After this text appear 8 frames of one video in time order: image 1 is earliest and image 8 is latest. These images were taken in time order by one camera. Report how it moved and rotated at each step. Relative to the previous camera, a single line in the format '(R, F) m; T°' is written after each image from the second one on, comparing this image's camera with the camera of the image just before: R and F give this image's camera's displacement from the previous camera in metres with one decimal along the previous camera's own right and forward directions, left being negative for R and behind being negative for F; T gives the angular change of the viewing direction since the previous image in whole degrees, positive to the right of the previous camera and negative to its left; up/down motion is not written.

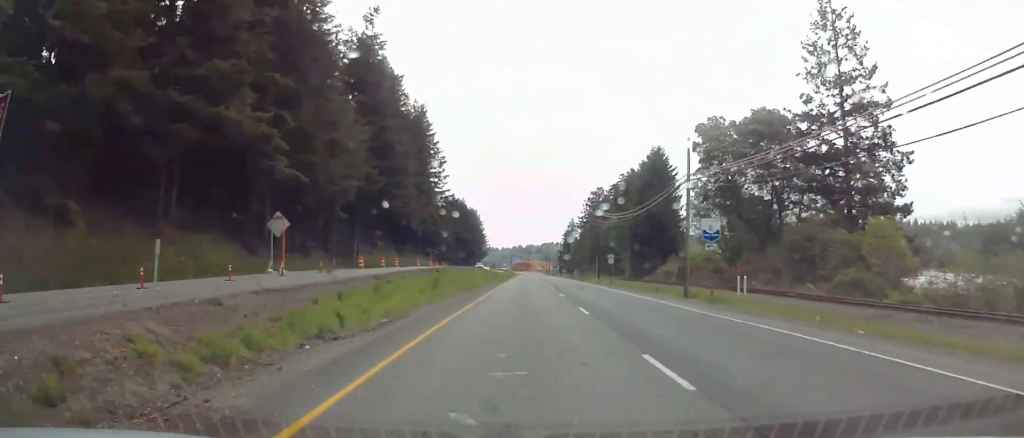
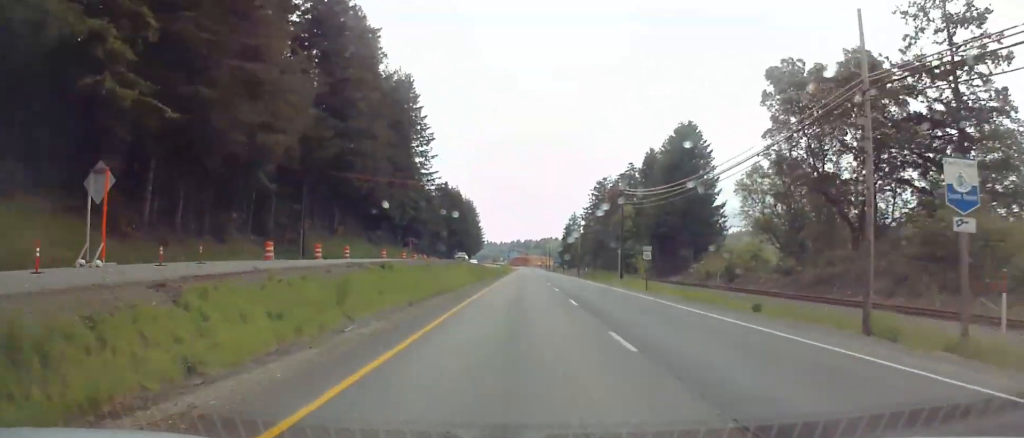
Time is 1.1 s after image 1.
(+0.1, +20.6) m; 0°
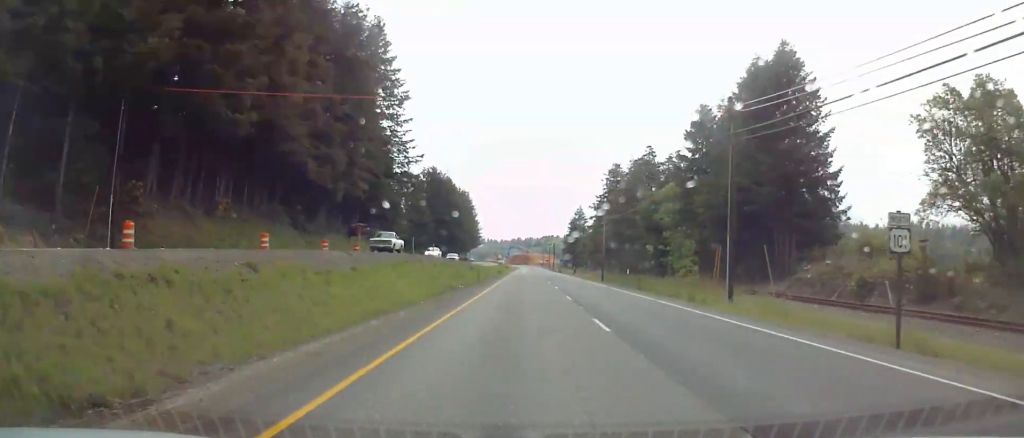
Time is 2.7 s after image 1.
(-0.2, +32.6) m; 0°
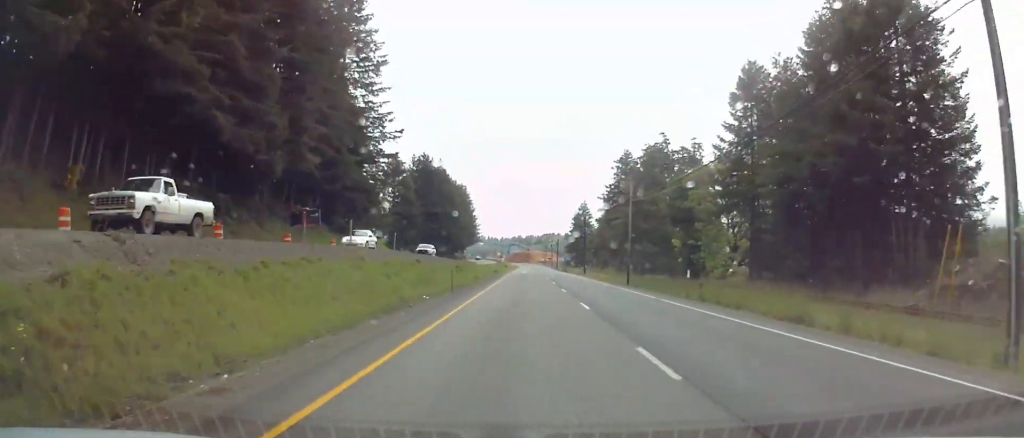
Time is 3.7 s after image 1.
(0.0, +18.4) m; 0°
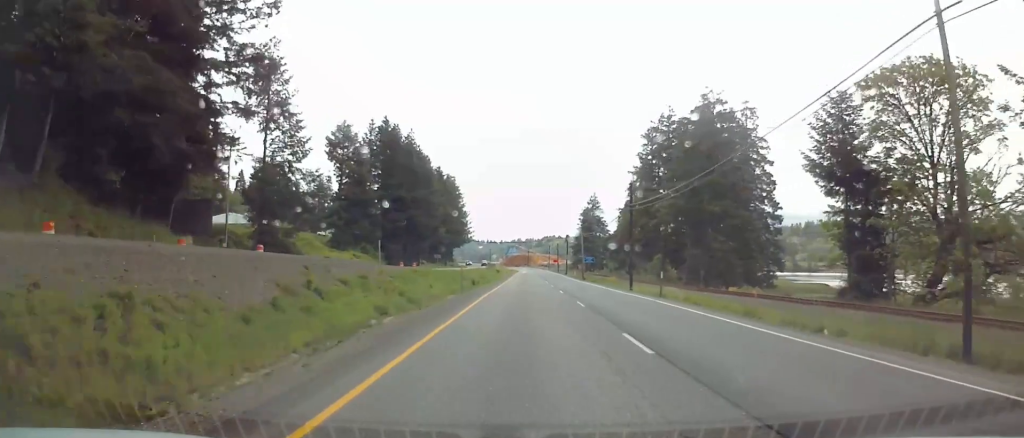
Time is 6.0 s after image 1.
(+0.3, +47.0) m; 0°
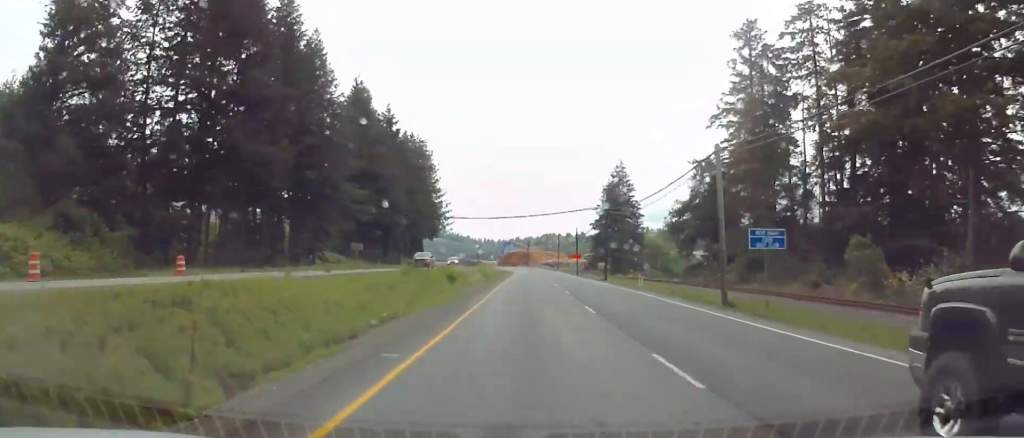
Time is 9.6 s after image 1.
(-0.1, +75.9) m; 0°
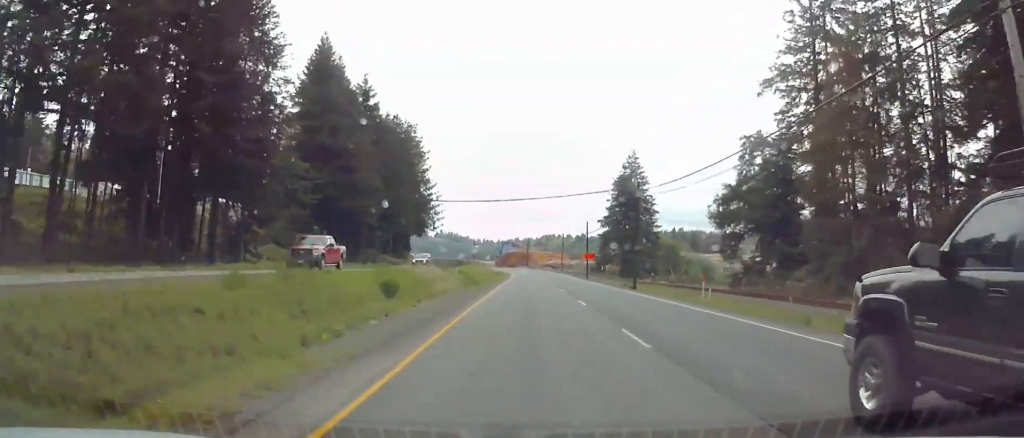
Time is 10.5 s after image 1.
(+0.2, +20.5) m; 0°
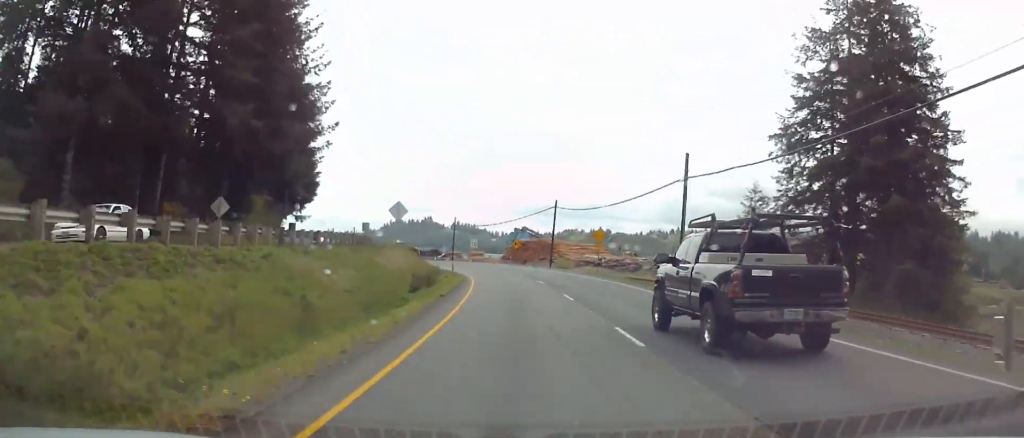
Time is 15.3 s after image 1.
(-0.9, +107.7) m; -4°
